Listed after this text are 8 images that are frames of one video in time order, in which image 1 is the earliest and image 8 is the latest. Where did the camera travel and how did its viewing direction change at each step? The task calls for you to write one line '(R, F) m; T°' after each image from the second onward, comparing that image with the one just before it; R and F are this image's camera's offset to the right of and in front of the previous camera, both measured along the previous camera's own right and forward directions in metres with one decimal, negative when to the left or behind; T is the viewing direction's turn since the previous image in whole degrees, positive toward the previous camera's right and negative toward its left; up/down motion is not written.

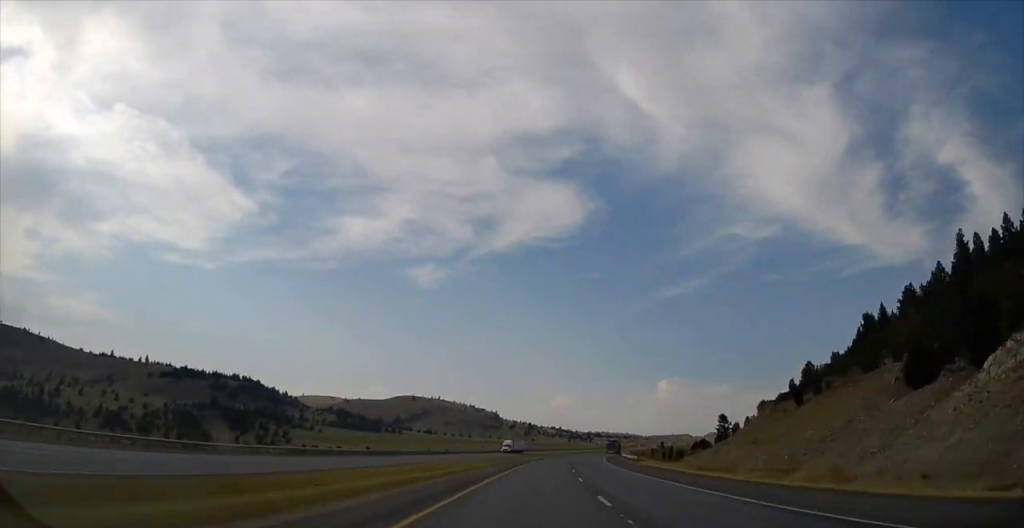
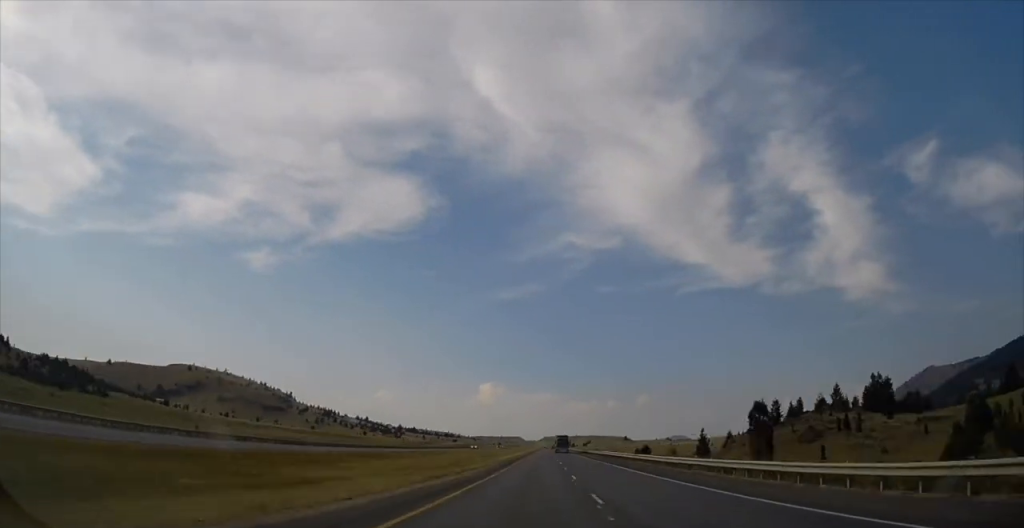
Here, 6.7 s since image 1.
(+25.1, +244.0) m; +8°
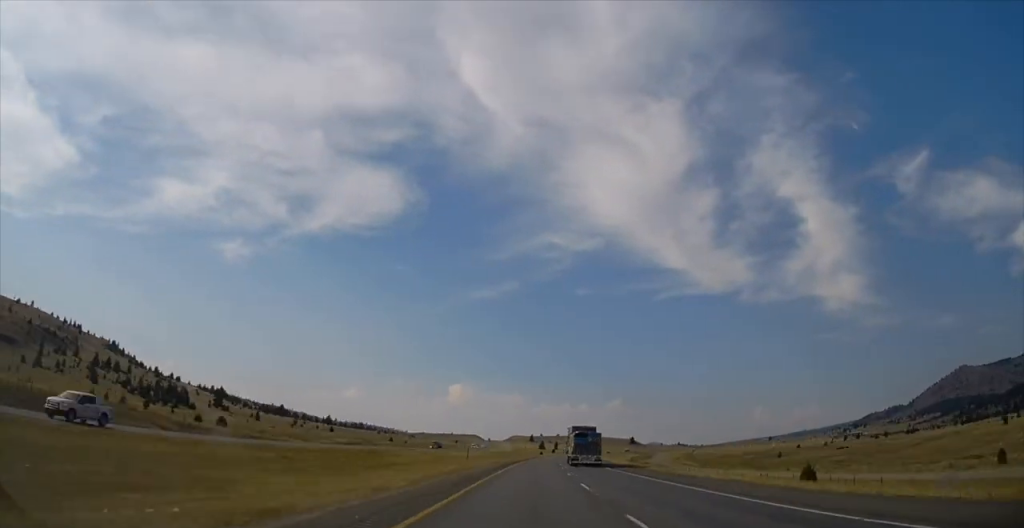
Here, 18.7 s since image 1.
(+26.5, +411.4) m; +8°
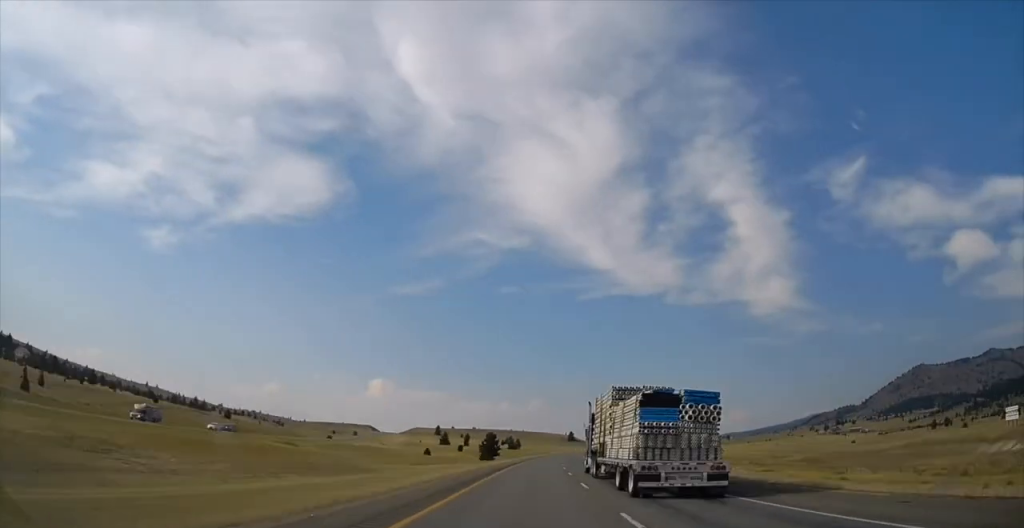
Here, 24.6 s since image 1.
(+7.3, +213.7) m; +5°
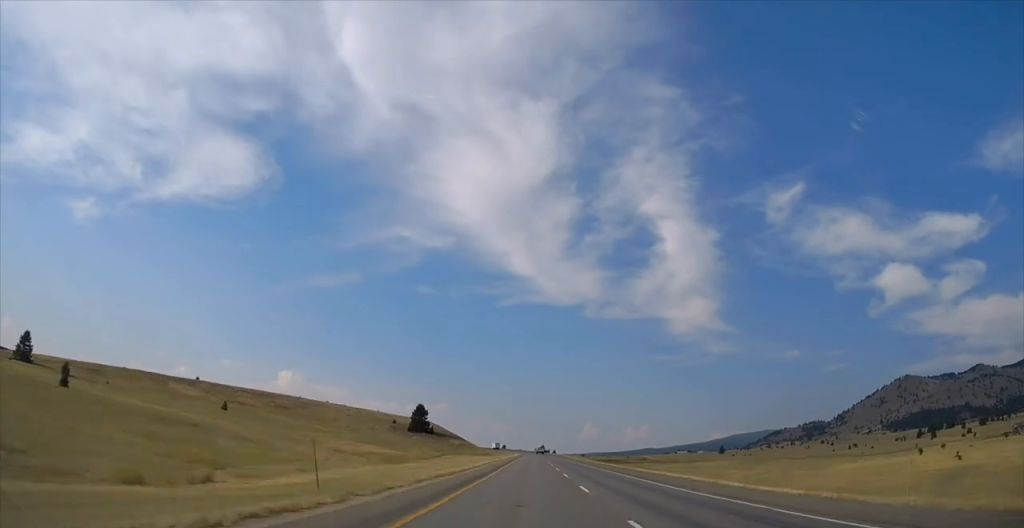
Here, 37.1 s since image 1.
(+36.8, +459.5) m; +1°
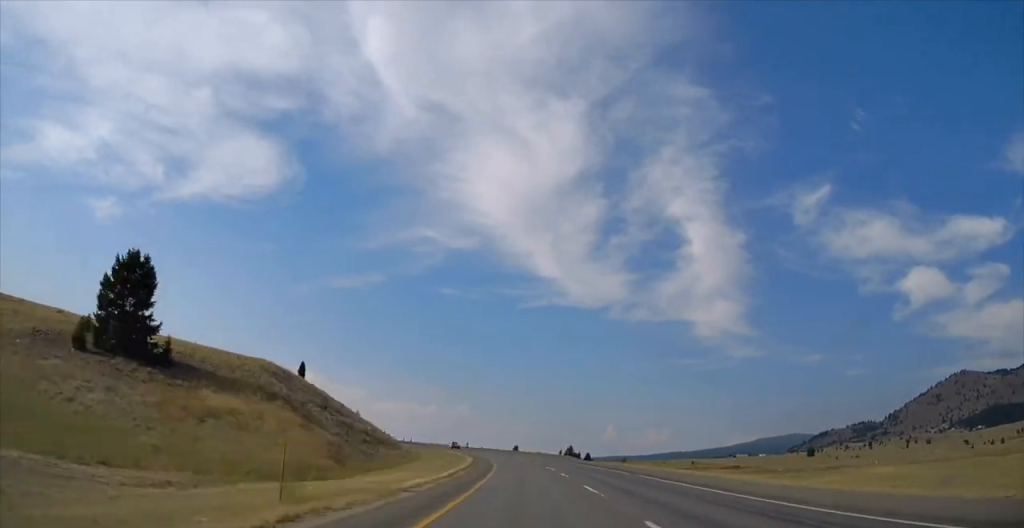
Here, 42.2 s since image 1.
(-11.9, +184.9) m; -10°
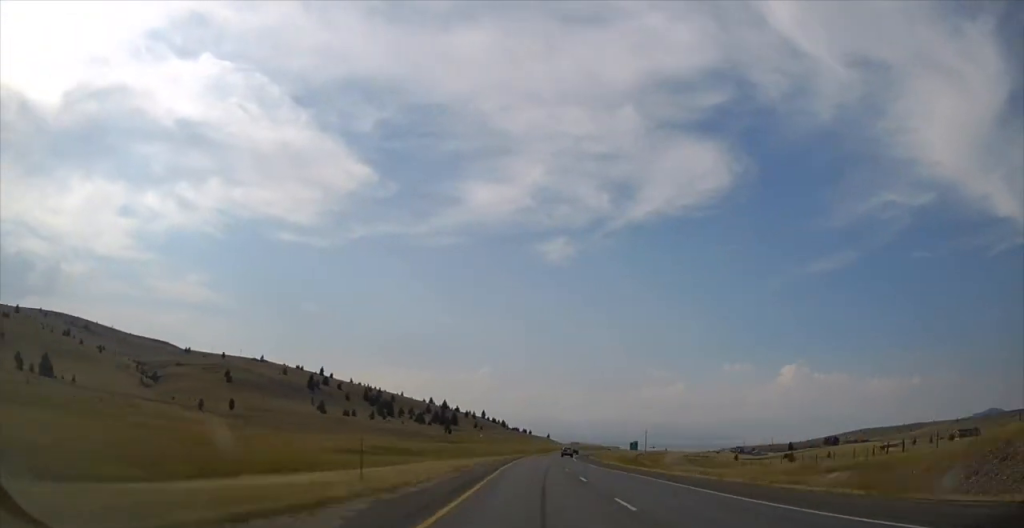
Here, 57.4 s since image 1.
(-158.0, +533.0) m; -23°
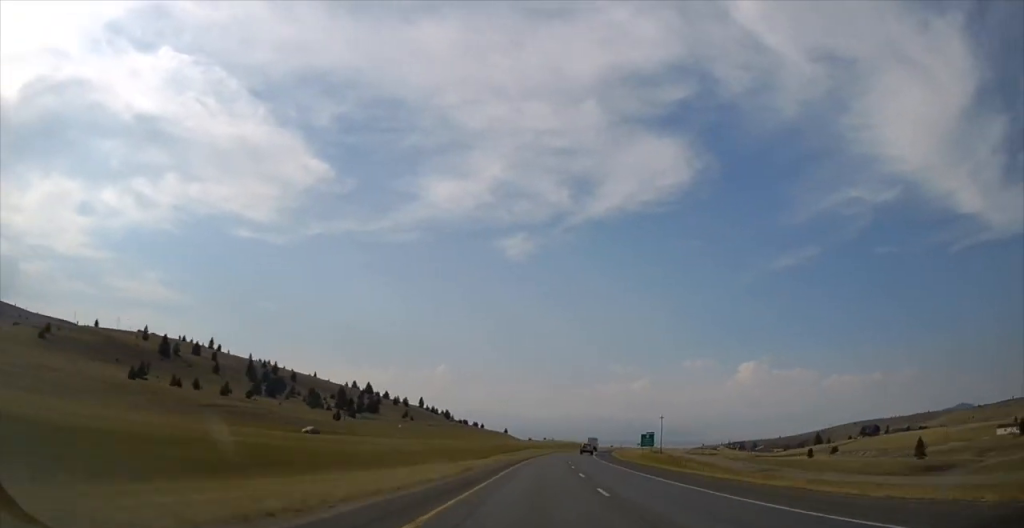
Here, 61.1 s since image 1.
(-5.3, +142.0) m; +1°
